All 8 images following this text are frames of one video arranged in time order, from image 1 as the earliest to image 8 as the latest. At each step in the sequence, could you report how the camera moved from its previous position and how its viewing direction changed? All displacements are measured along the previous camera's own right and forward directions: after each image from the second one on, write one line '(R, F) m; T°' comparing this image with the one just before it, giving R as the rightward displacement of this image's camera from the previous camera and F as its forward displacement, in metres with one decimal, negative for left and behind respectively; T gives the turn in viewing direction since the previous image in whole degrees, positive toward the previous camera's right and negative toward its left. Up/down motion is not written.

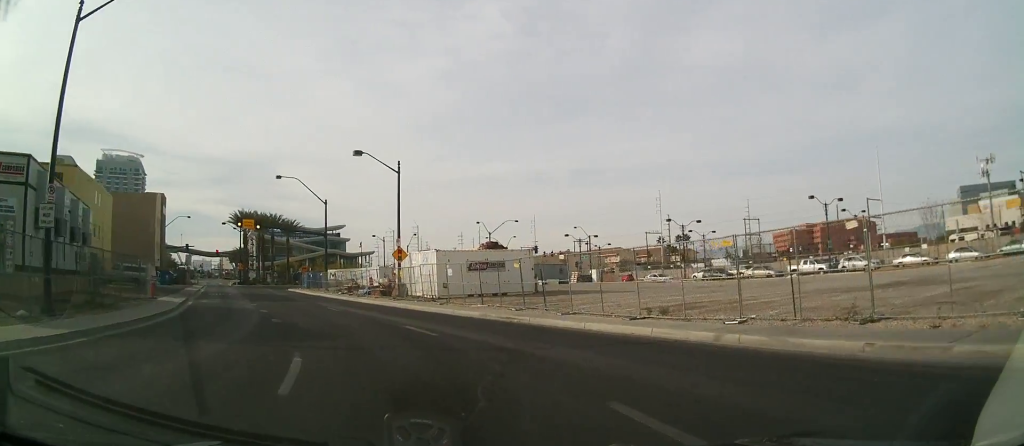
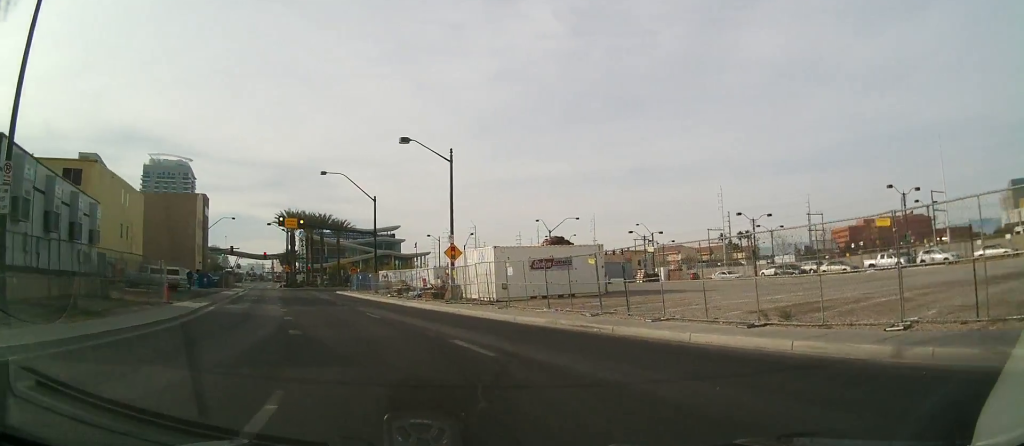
(-0.4, +4.0) m; -5°
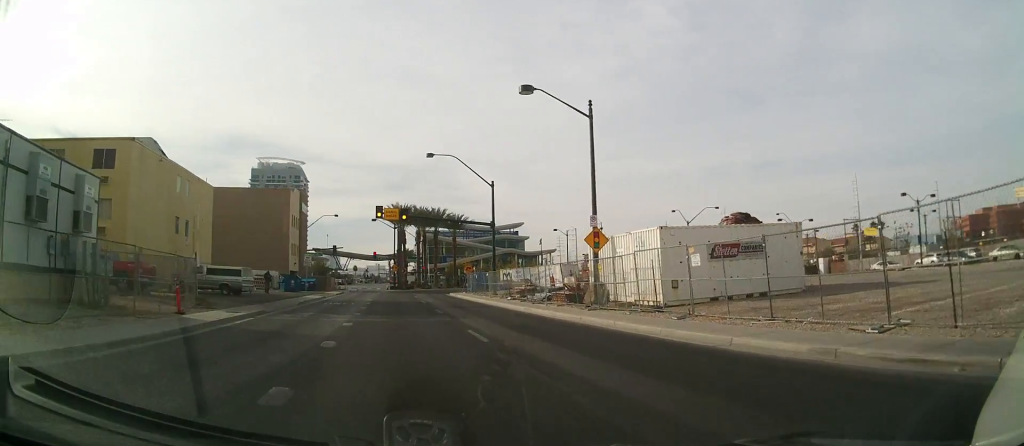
(-0.9, +9.2) m; -11°
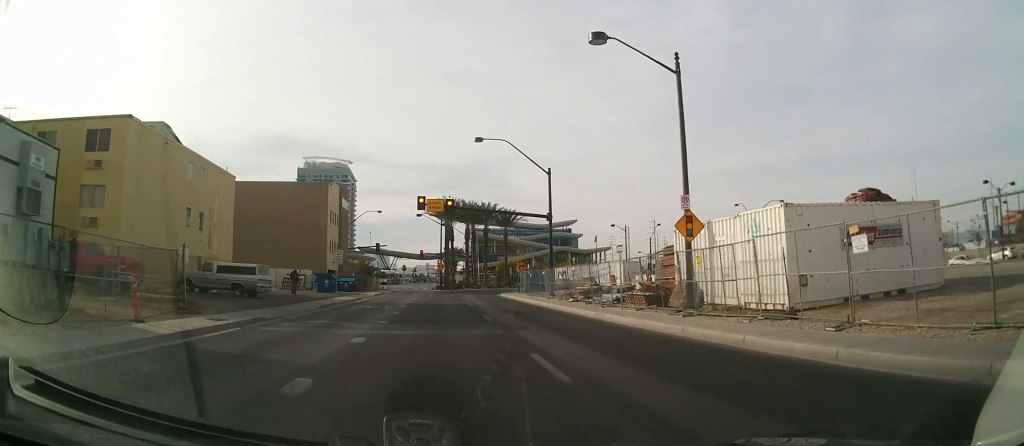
(-0.3, +5.7) m; -7°
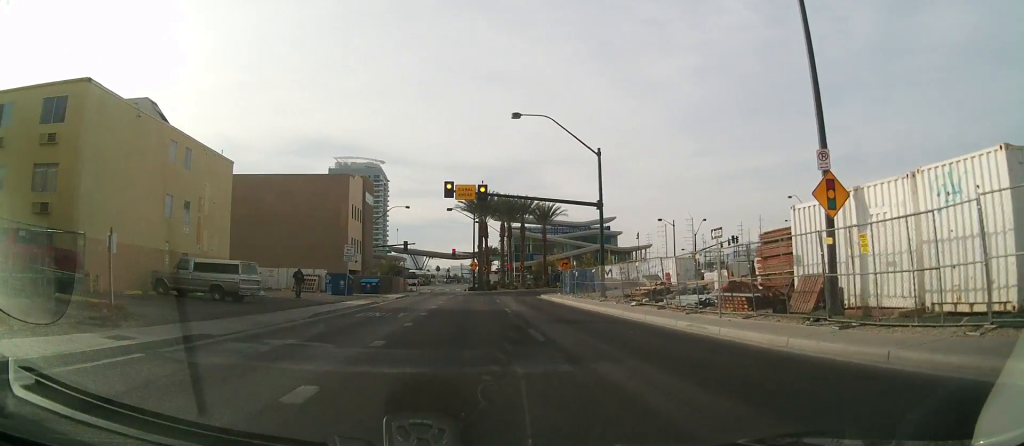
(-0.6, +6.9) m; -4°
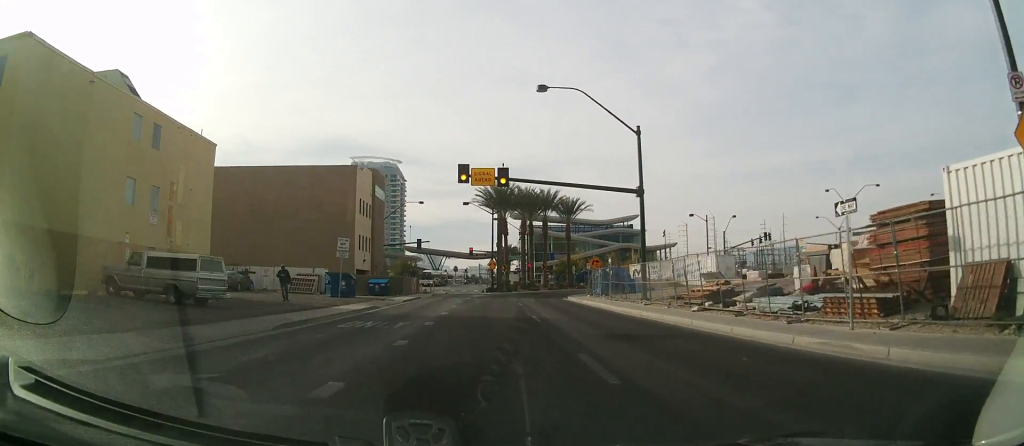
(-0.3, +5.9) m; -2°
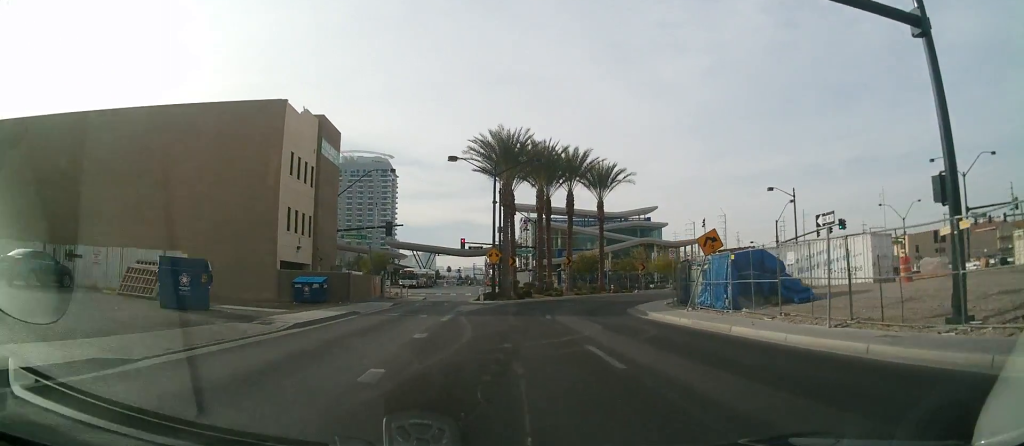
(+1.5, +23.8) m; +5°
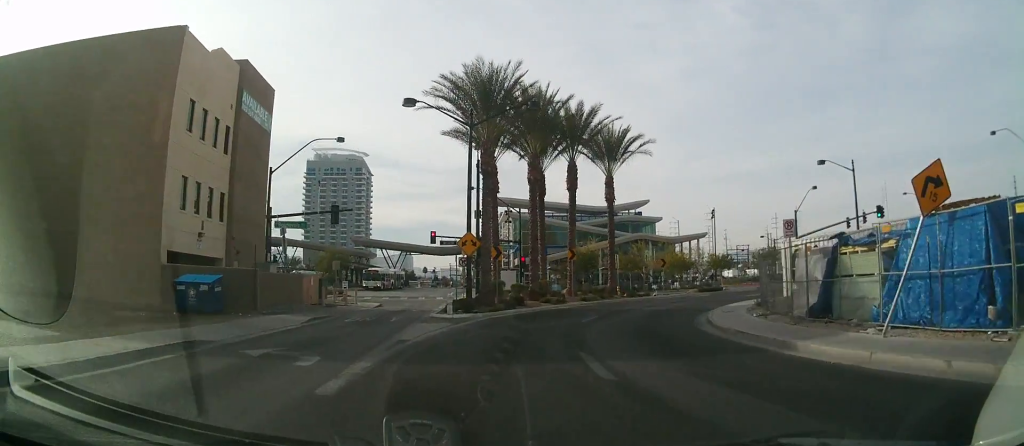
(+0.5, +13.2) m; +4°
